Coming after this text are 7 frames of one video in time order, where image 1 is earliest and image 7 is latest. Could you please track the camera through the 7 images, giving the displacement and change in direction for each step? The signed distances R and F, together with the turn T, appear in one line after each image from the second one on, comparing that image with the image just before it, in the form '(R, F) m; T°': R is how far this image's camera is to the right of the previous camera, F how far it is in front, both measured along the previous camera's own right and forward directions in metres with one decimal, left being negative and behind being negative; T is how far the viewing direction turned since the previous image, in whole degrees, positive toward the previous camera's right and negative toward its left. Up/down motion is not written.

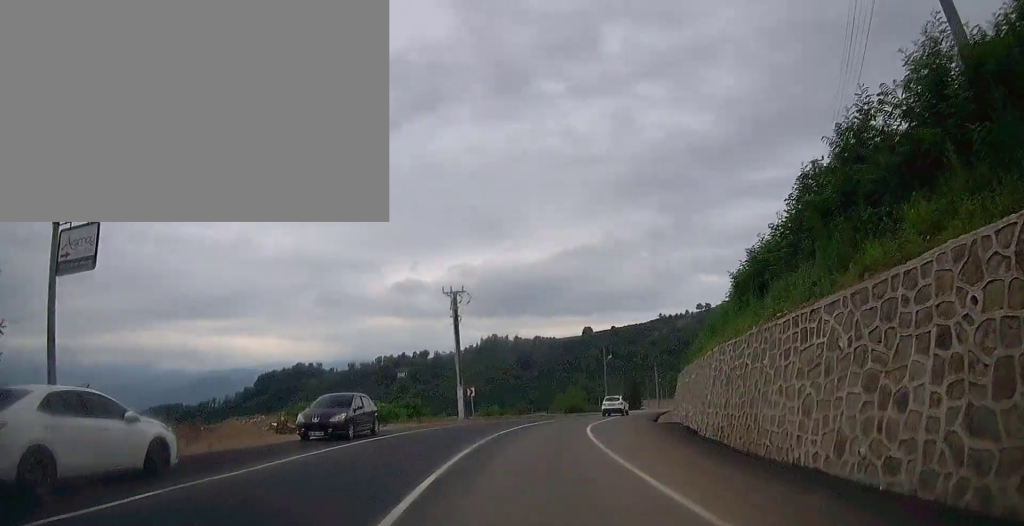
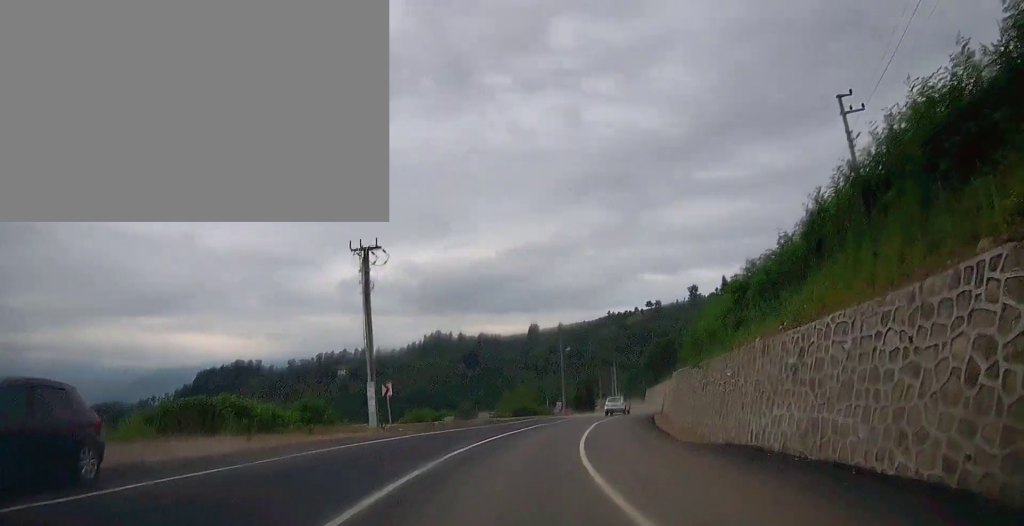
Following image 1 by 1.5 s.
(+0.3, +13.1) m; +4°
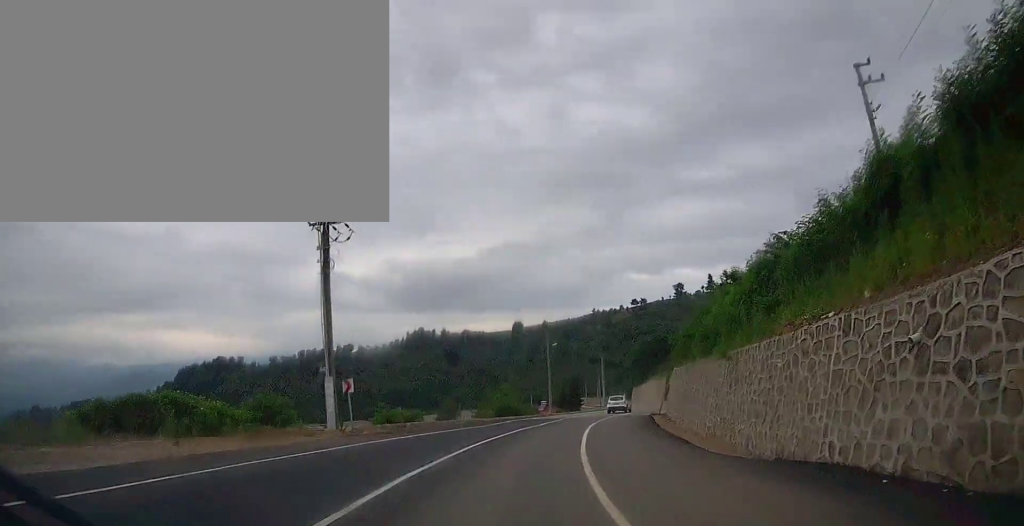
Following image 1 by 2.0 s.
(+0.1, +4.4) m; +2°
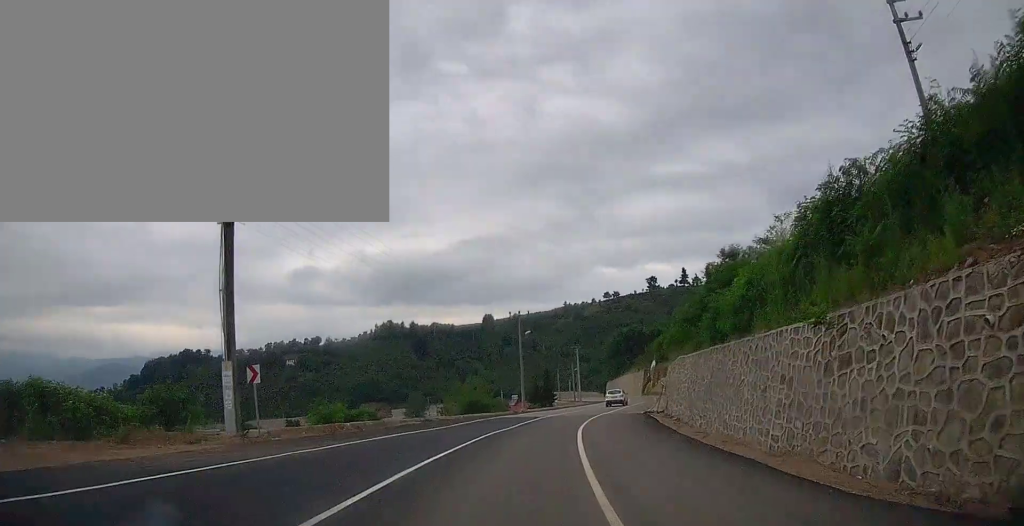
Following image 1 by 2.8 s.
(+0.2, +7.1) m; +3°
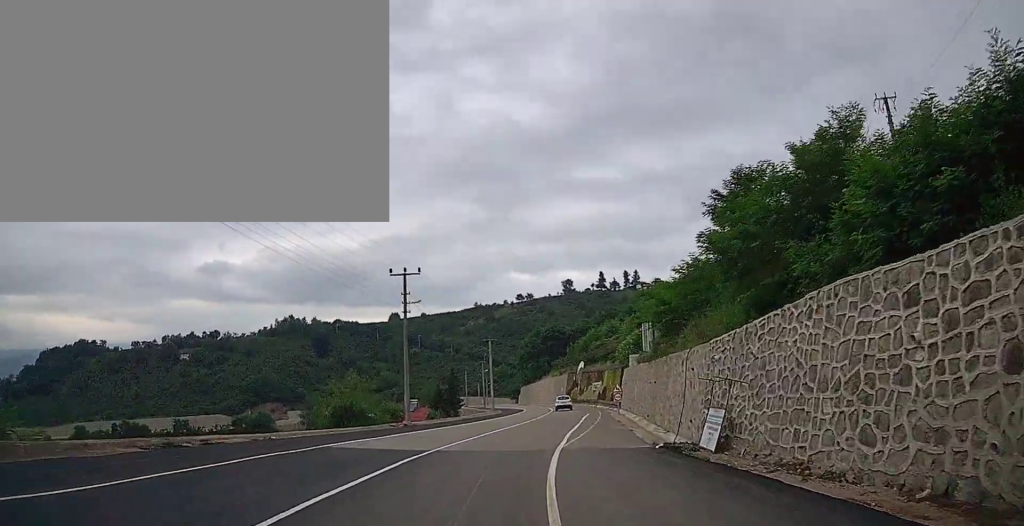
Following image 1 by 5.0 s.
(+1.6, +20.4) m; +9°
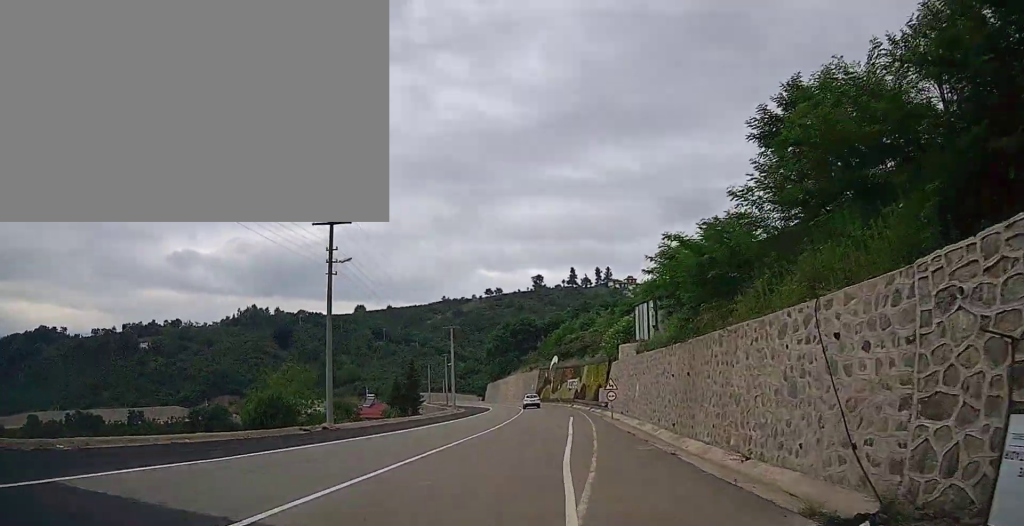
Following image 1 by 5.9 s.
(+0.3, +9.7) m; +3°
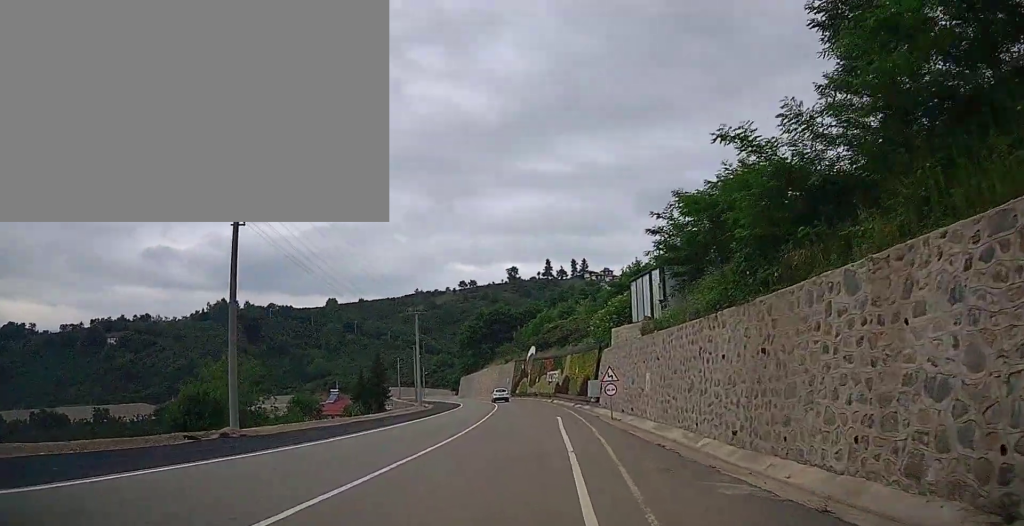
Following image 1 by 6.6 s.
(0.0, +7.3) m; +2°
